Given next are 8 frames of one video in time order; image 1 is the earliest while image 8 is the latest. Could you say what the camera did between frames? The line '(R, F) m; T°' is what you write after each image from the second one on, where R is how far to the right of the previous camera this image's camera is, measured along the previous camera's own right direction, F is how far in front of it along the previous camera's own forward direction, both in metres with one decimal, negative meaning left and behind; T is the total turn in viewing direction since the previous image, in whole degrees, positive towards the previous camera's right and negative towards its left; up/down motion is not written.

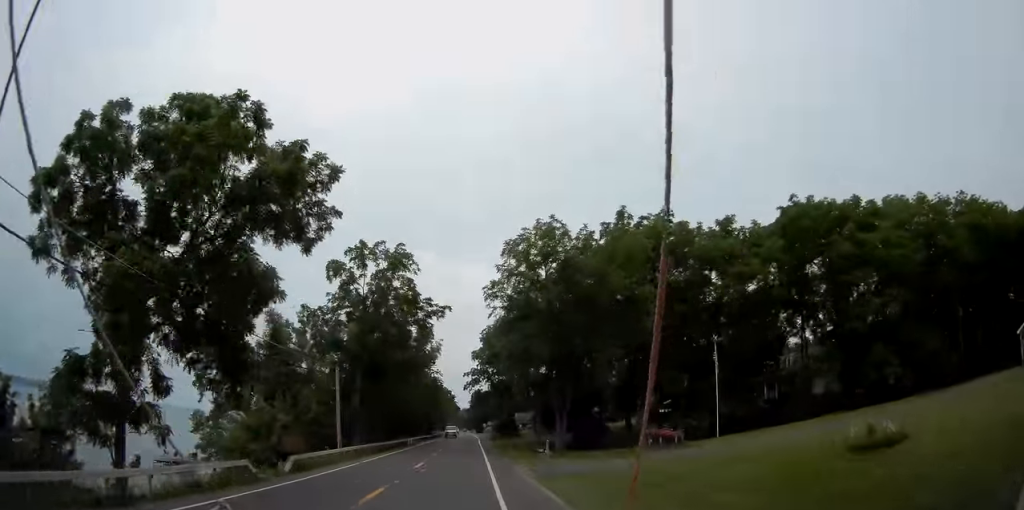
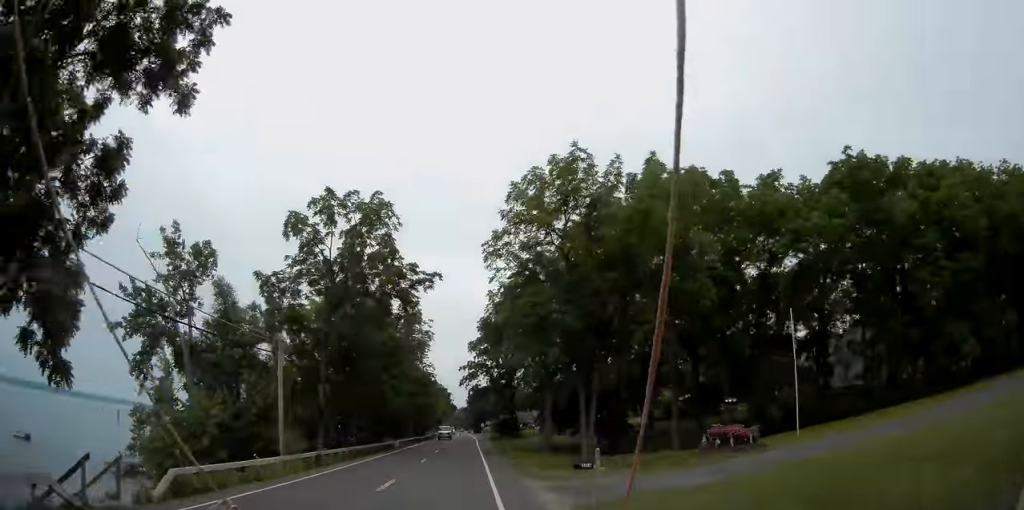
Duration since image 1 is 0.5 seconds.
(0.0, +9.8) m; 0°
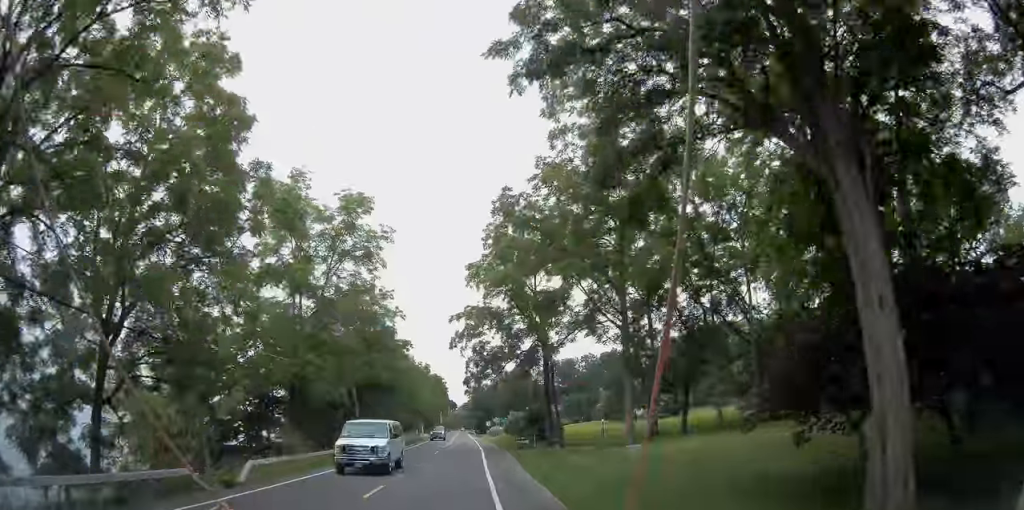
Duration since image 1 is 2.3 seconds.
(+0.4, +38.3) m; 0°
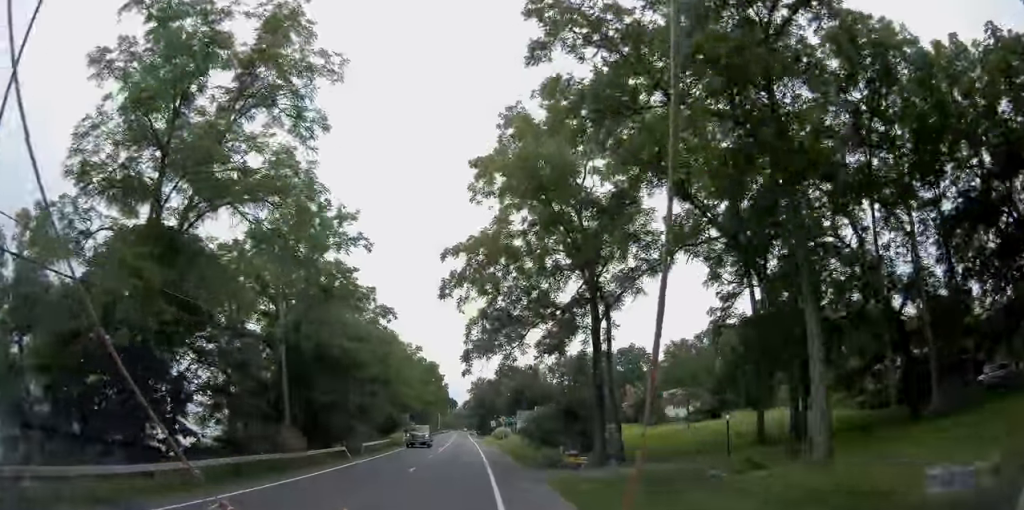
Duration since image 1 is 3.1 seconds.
(-0.5, +17.4) m; 0°
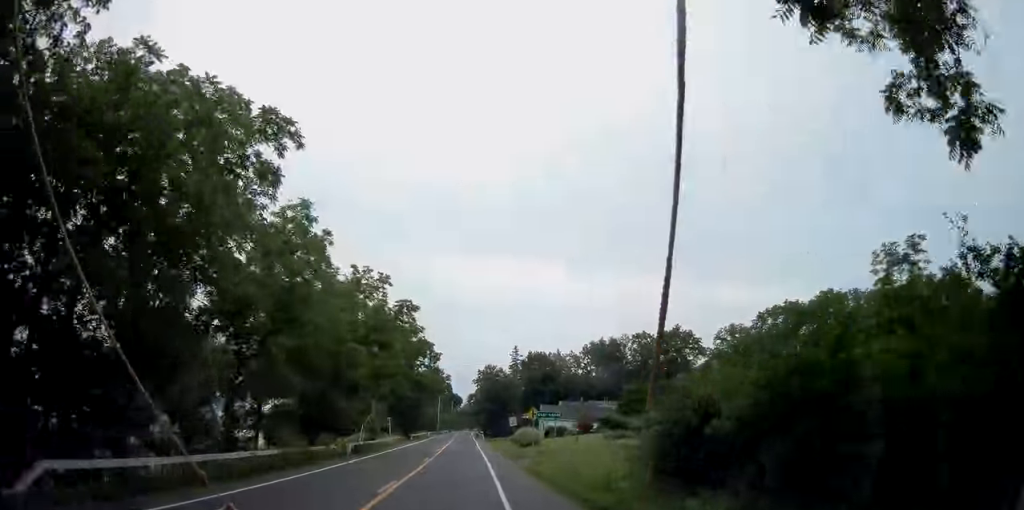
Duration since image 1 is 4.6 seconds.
(+0.3, +30.6) m; 0°
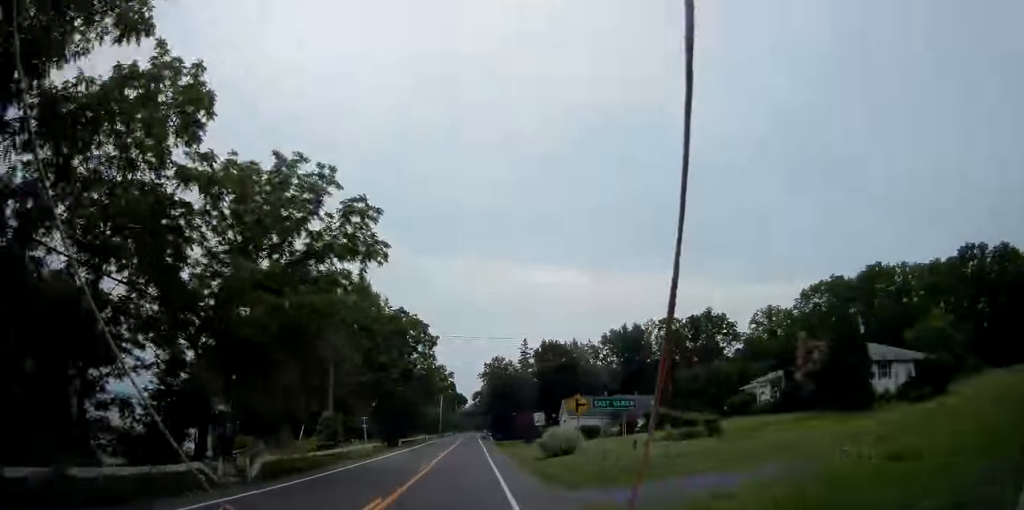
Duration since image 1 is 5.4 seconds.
(-0.4, +16.0) m; -1°
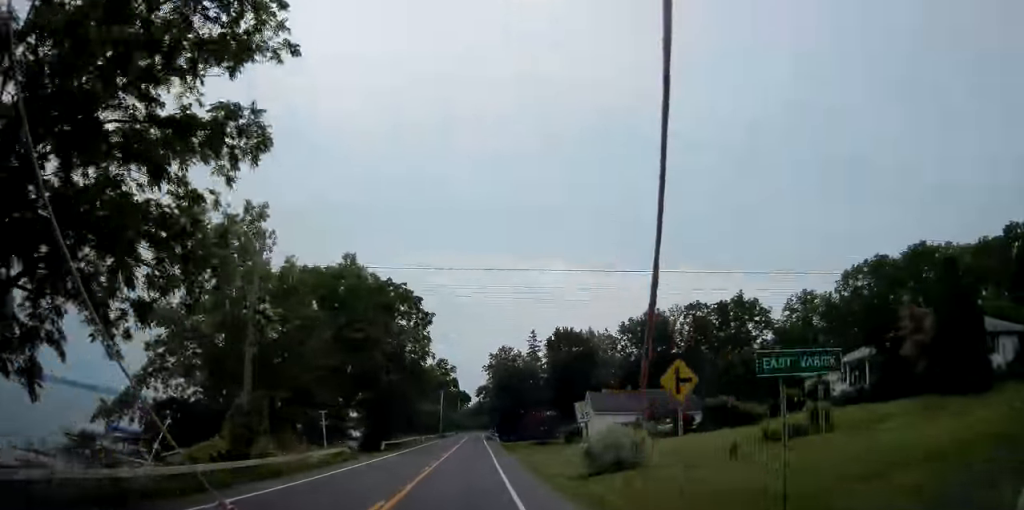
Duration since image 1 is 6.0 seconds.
(+0.2, +12.6) m; 0°
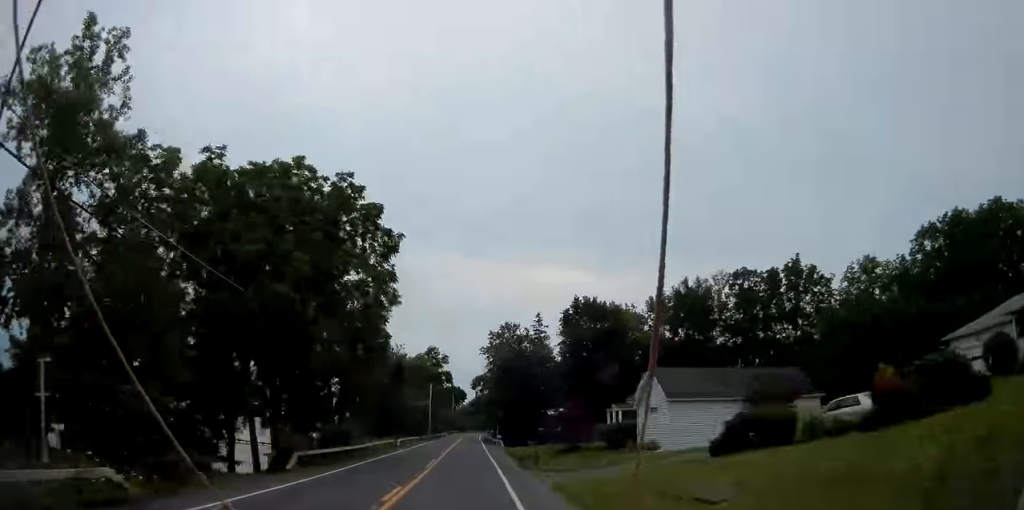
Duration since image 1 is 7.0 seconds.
(0.0, +21.2) m; -1°
